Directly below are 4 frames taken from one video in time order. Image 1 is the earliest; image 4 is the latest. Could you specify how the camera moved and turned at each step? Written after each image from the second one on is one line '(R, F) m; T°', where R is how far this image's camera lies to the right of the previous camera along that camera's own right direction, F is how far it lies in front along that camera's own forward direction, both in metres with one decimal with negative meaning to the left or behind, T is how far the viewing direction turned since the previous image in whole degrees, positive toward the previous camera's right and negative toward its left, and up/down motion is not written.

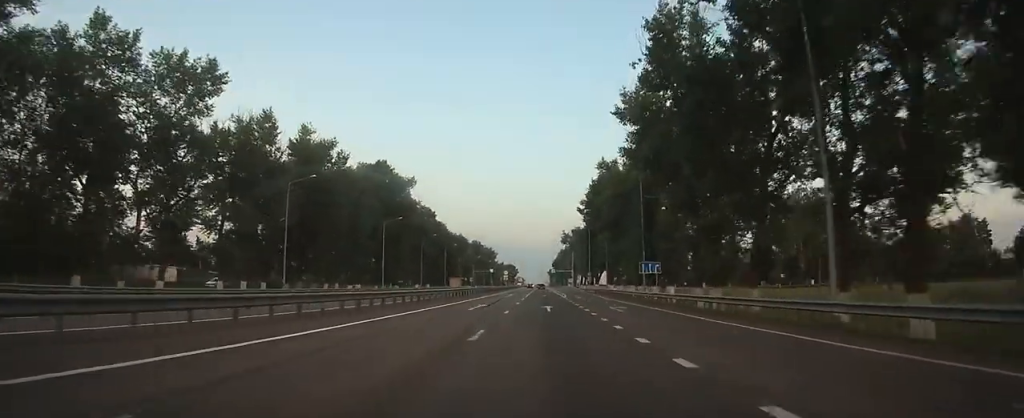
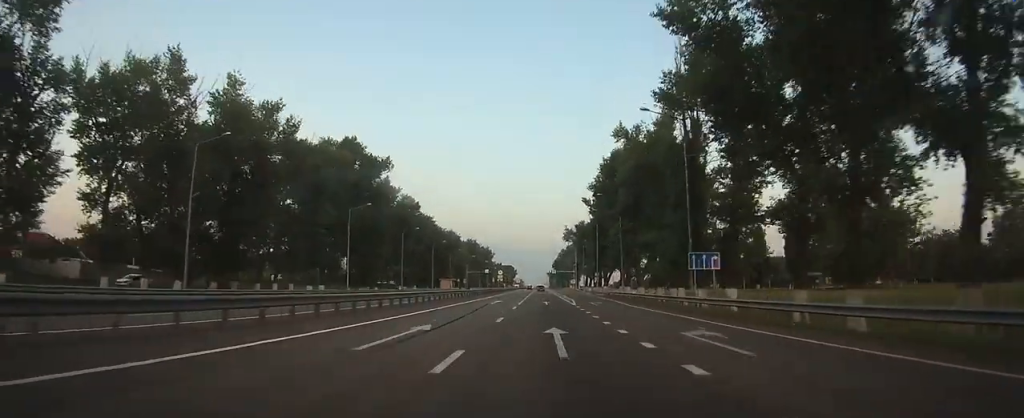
(0.0, +16.5) m; 0°
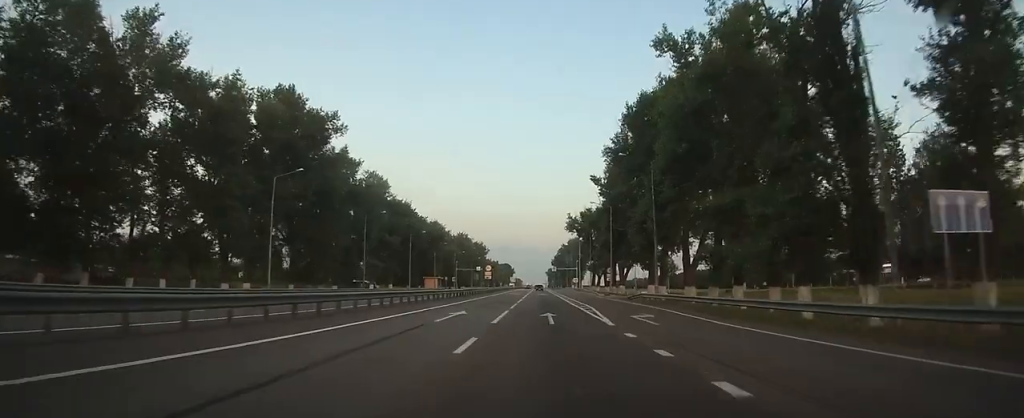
(0.0, +21.8) m; 0°
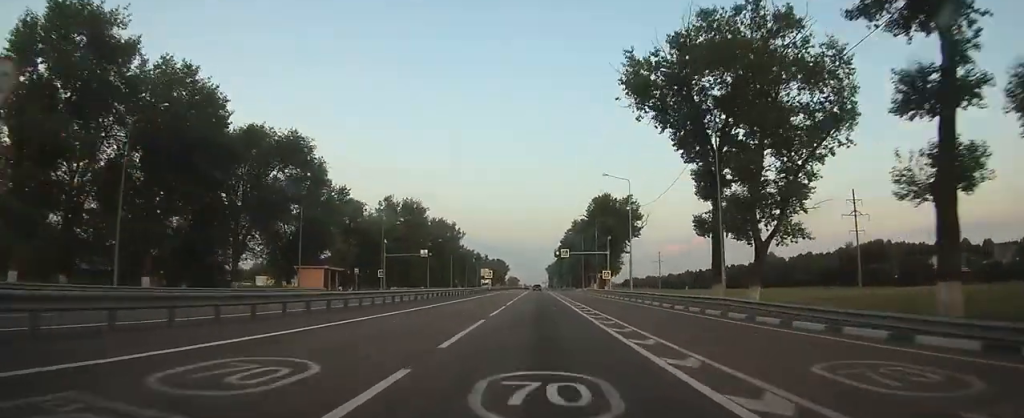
(+0.4, +80.7) m; 0°
